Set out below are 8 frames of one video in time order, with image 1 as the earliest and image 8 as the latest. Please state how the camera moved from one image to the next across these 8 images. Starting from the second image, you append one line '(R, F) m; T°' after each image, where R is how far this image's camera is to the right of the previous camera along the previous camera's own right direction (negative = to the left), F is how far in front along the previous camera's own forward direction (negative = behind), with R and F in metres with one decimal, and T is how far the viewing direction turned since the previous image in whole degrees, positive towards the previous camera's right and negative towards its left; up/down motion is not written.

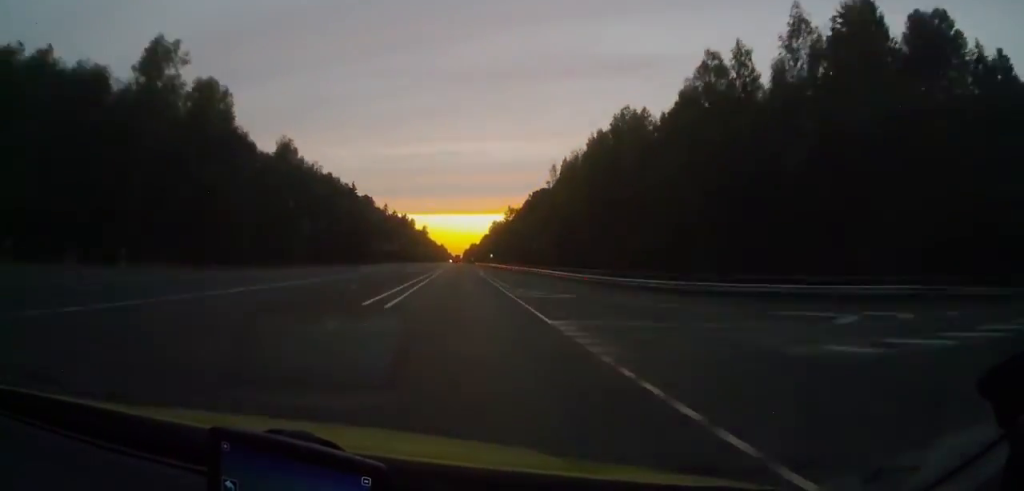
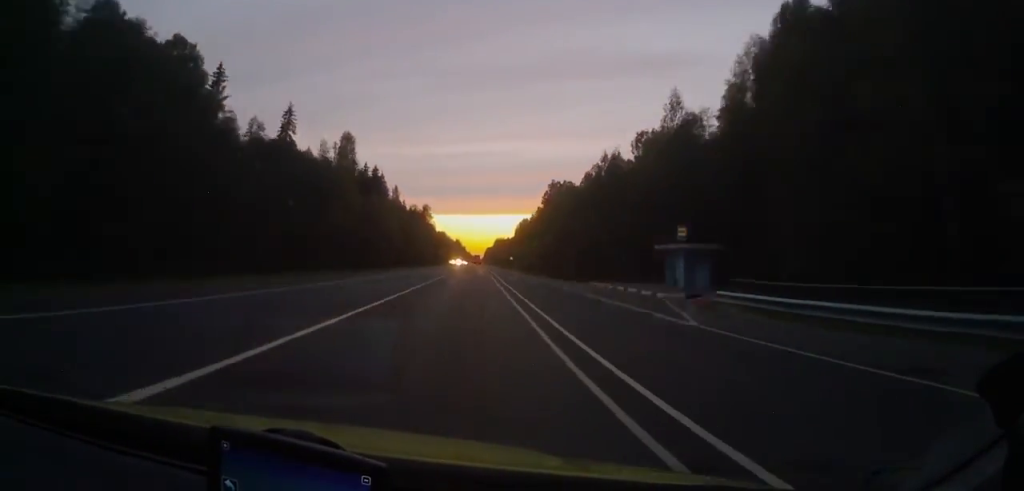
(-1.9, +186.9) m; -1°
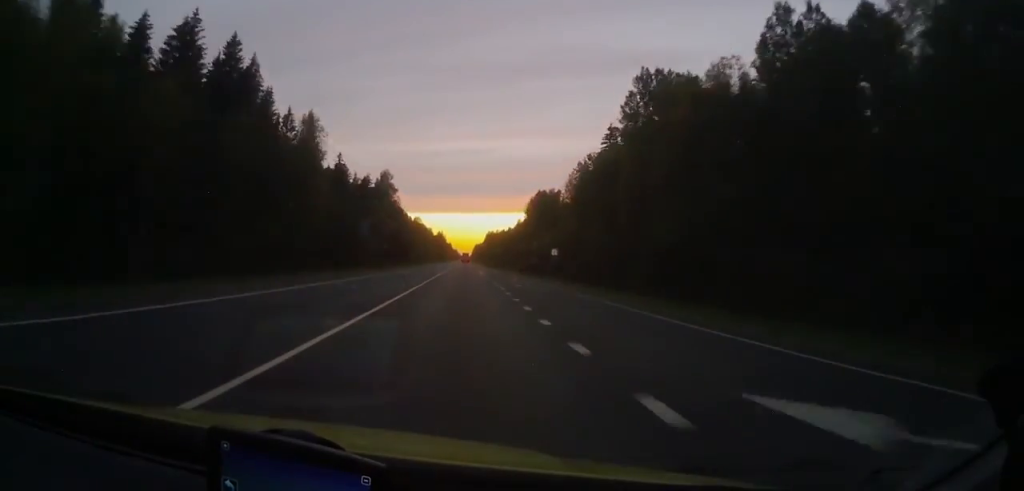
(+0.1, +108.5) m; 0°
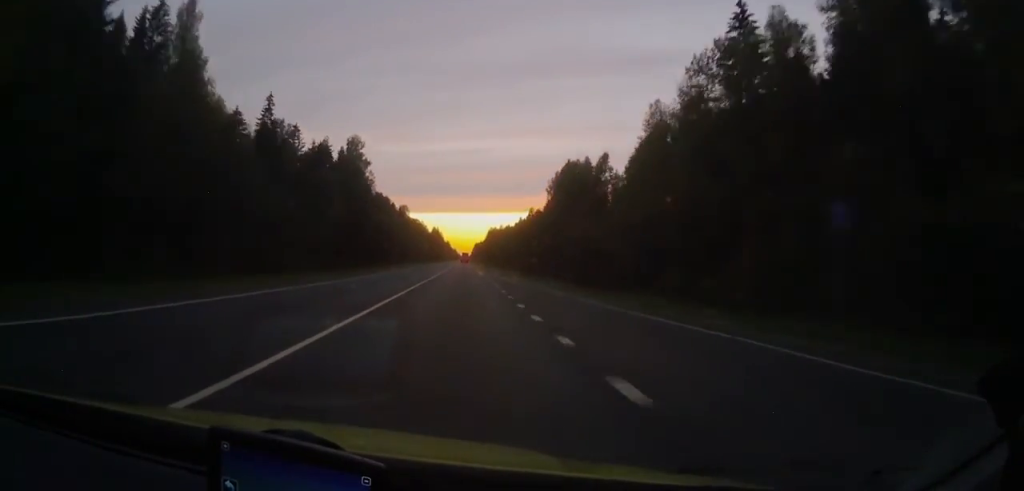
(0.0, +54.6) m; 0°
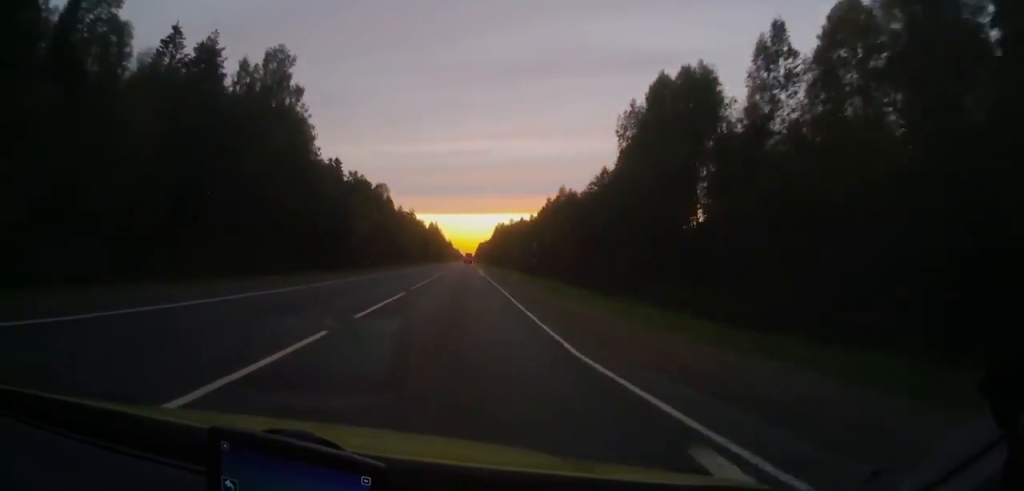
(0.0, +62.5) m; 0°
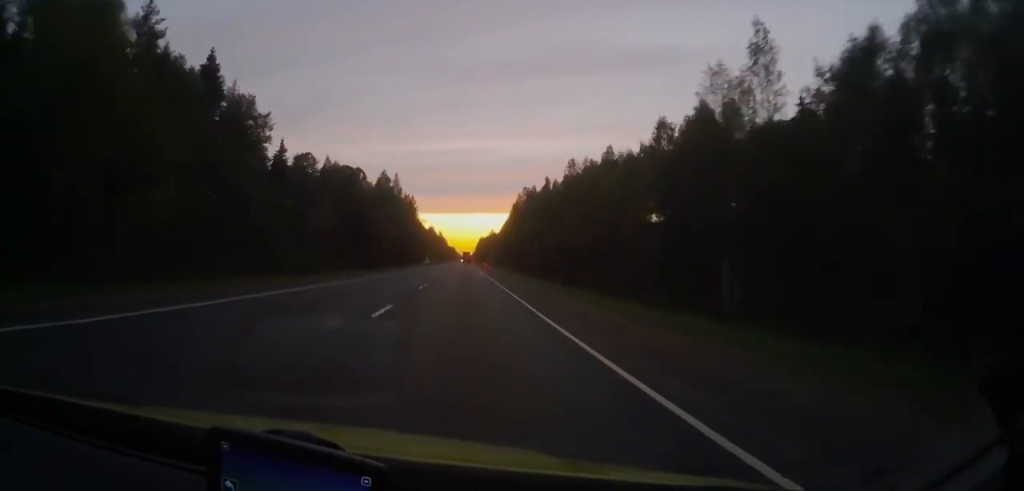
(0.0, +177.1) m; 0°
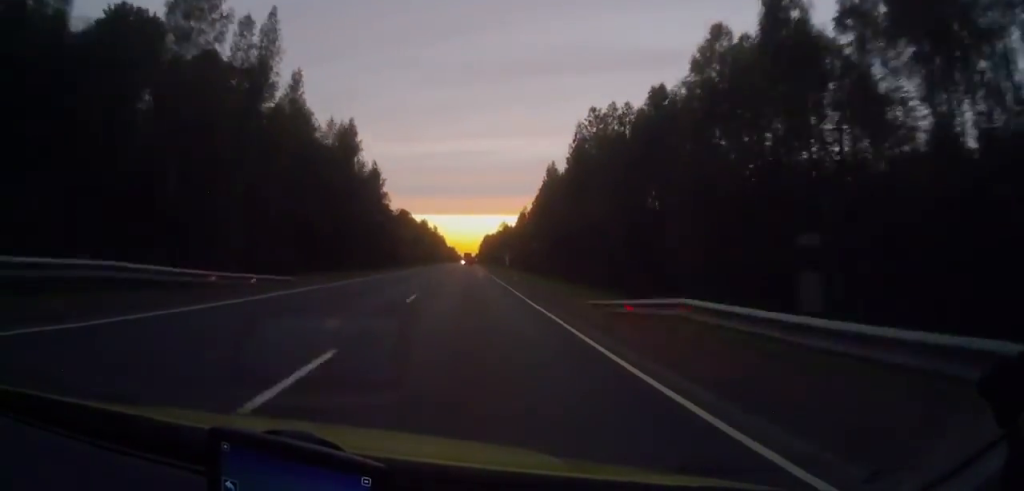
(0.0, +102.5) m; 0°
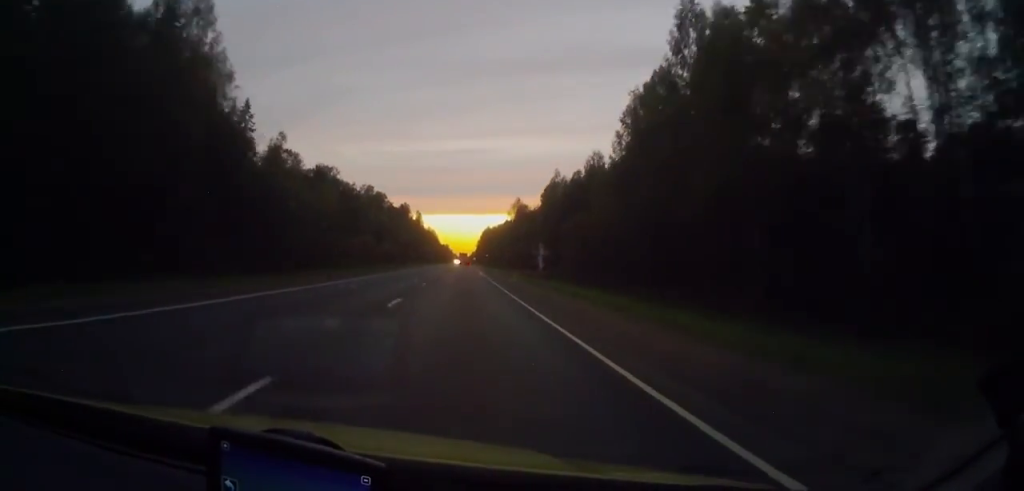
(+0.4, +97.5) m; 0°
